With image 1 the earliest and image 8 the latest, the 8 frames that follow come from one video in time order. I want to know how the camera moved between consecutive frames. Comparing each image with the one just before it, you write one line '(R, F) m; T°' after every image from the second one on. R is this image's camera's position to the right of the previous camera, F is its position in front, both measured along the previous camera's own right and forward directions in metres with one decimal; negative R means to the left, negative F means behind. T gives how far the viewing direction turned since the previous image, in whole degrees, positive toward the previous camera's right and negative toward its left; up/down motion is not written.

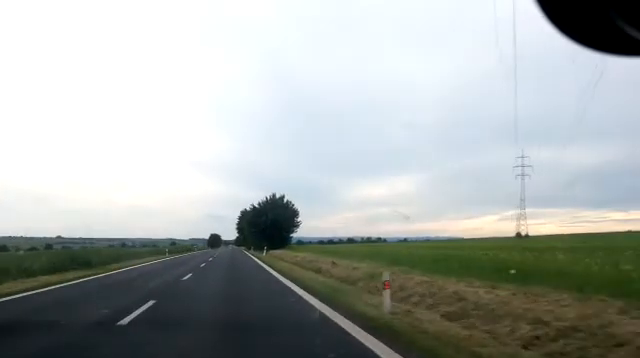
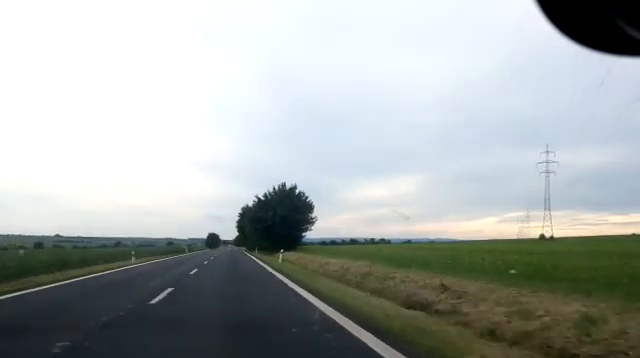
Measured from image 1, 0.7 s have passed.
(-0.4, +15.3) m; -1°
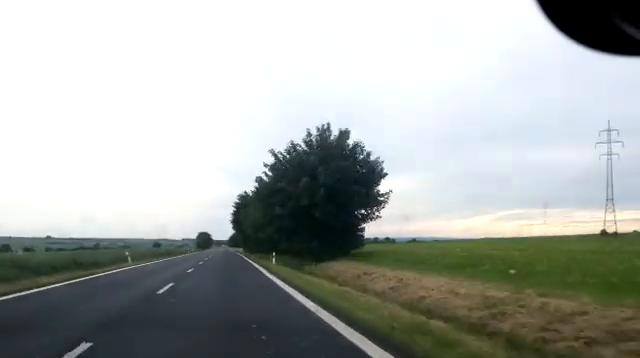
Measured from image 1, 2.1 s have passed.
(+0.6, +33.0) m; +2°
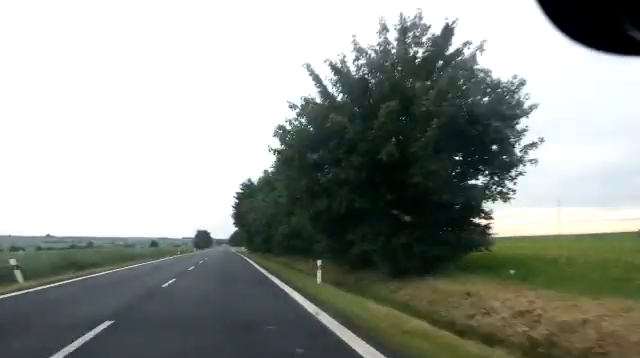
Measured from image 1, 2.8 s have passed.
(+0.2, +16.1) m; 0°
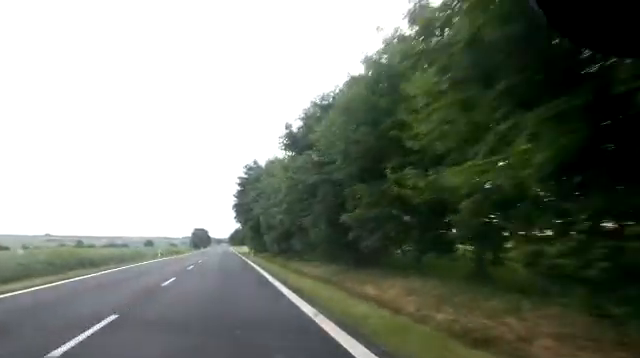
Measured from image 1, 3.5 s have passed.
(-0.2, +17.0) m; 0°
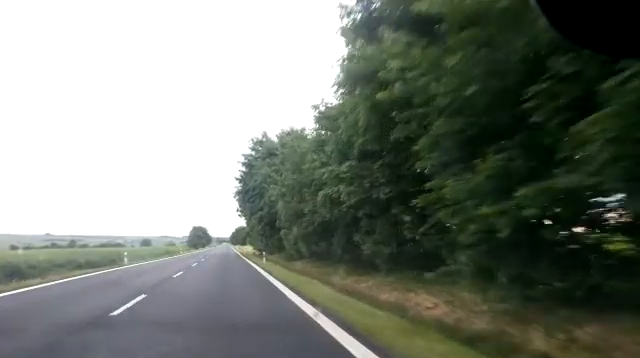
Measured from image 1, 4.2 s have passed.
(+0.1, +14.7) m; 0°
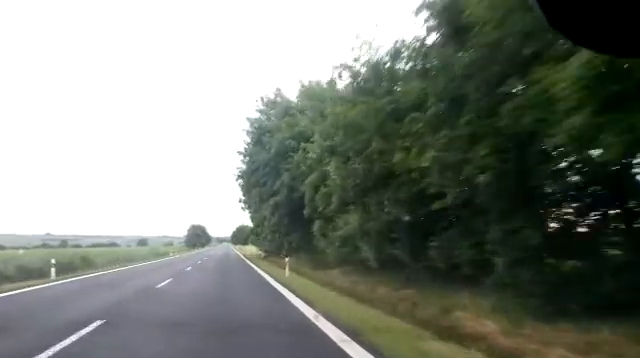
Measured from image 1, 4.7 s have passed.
(+0.1, +12.4) m; 0°
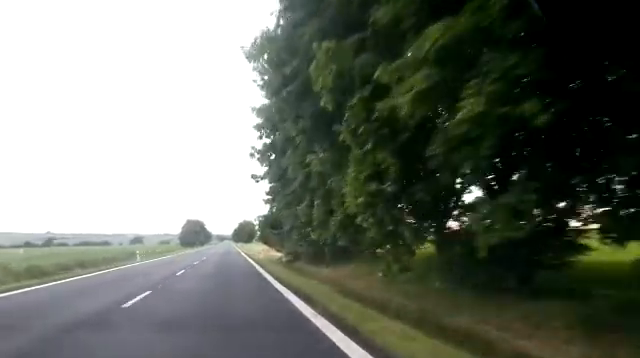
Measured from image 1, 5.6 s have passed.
(-0.1, +21.7) m; 0°
